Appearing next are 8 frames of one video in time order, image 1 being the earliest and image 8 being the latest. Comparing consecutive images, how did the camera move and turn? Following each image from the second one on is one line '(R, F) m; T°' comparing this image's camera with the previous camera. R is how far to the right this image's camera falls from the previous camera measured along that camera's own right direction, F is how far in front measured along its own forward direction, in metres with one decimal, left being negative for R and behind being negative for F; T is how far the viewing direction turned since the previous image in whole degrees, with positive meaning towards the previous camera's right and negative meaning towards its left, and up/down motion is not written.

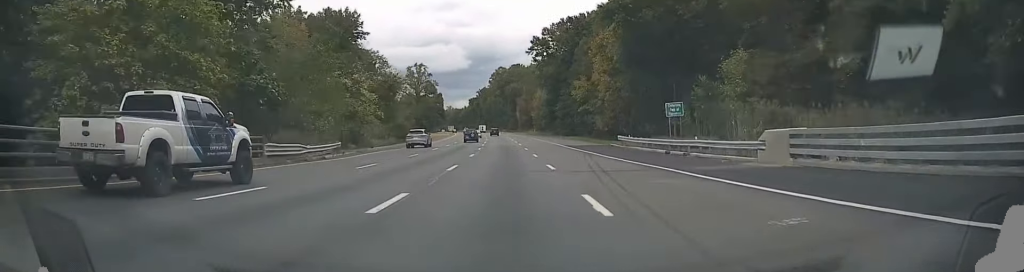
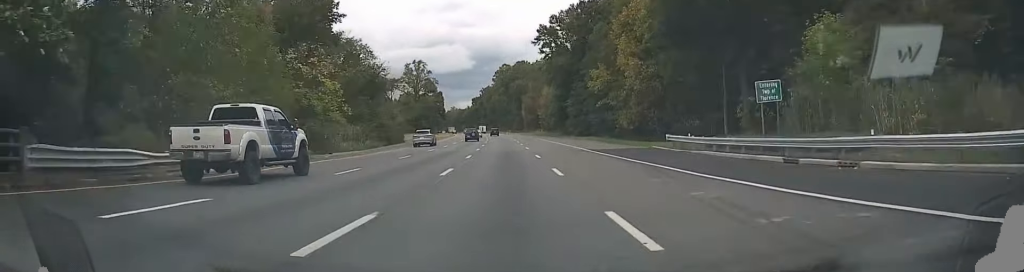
(0.0, +13.7) m; 0°
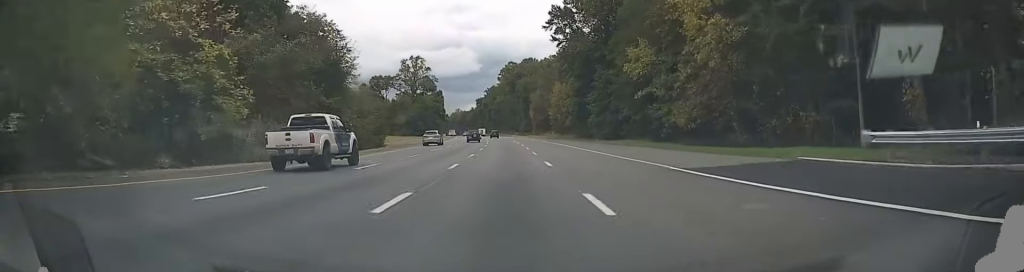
(-0.2, +19.0) m; -1°
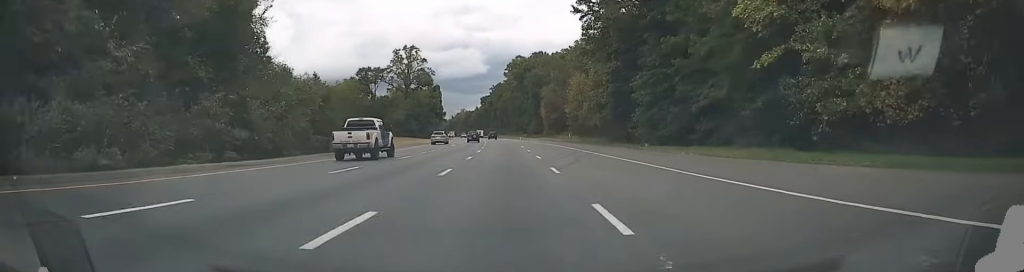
(-0.1, +26.2) m; -1°
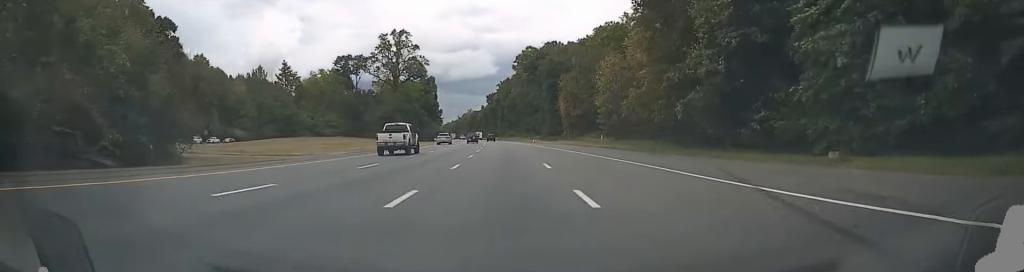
(-0.2, +30.9) m; -1°
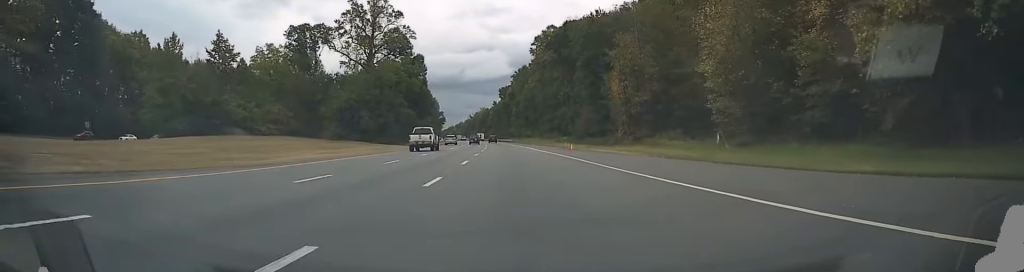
(-0.6, +42.4) m; -2°
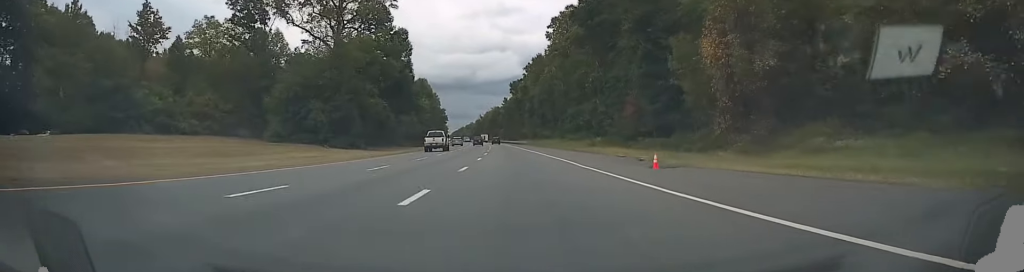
(-0.1, +28.2) m; -1°
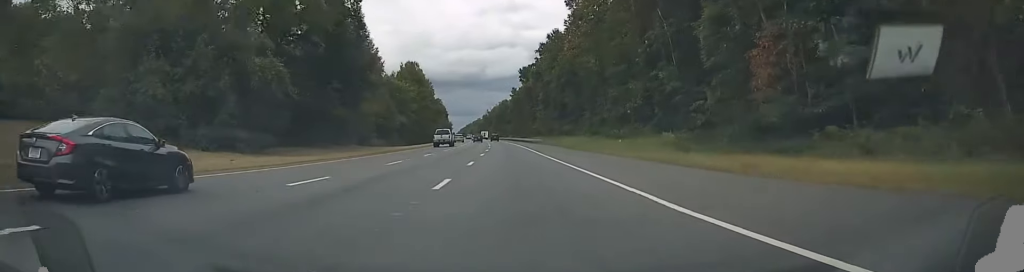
(-0.5, +32.9) m; -2°
